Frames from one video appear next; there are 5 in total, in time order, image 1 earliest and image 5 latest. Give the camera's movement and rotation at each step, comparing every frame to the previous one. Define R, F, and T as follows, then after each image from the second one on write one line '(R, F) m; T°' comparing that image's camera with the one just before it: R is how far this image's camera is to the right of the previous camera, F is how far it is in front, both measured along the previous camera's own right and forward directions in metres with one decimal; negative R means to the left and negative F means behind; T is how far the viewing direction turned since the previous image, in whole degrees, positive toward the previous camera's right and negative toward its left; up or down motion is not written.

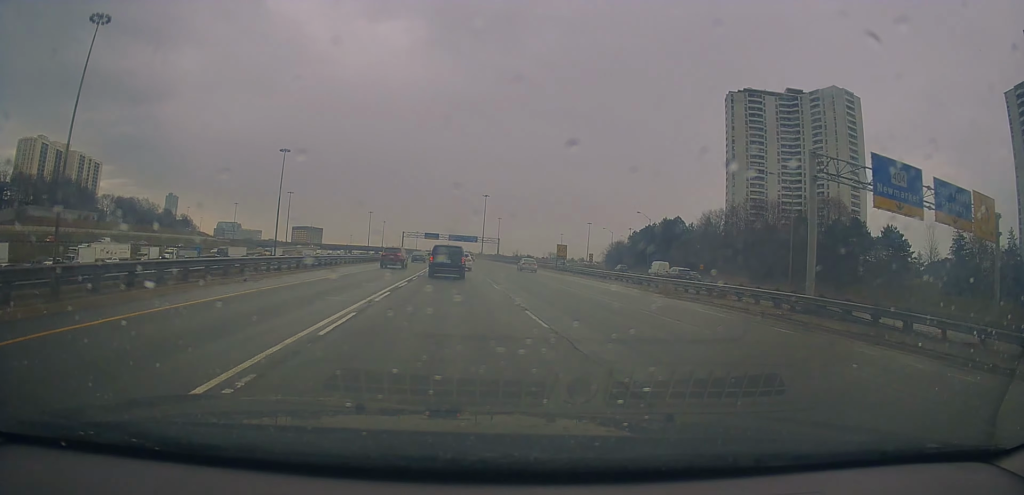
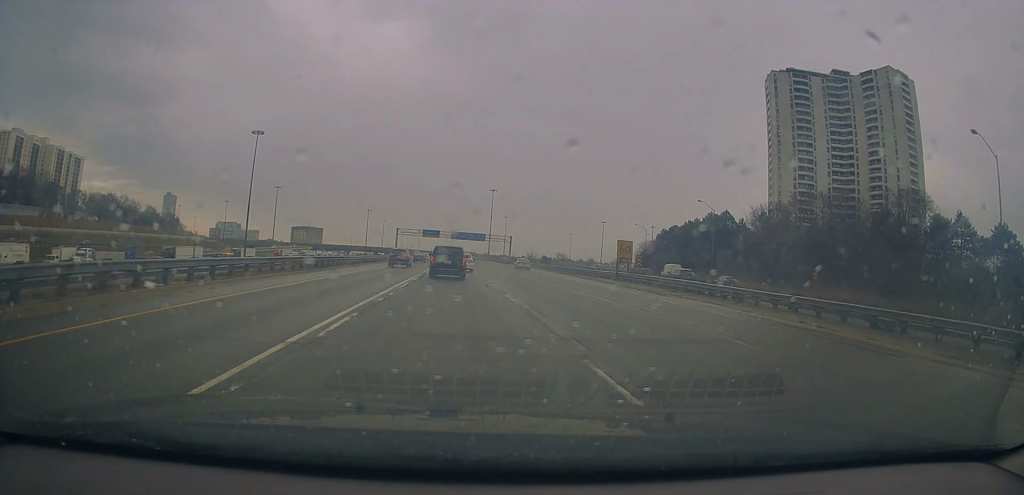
(+0.5, +30.2) m; +2°
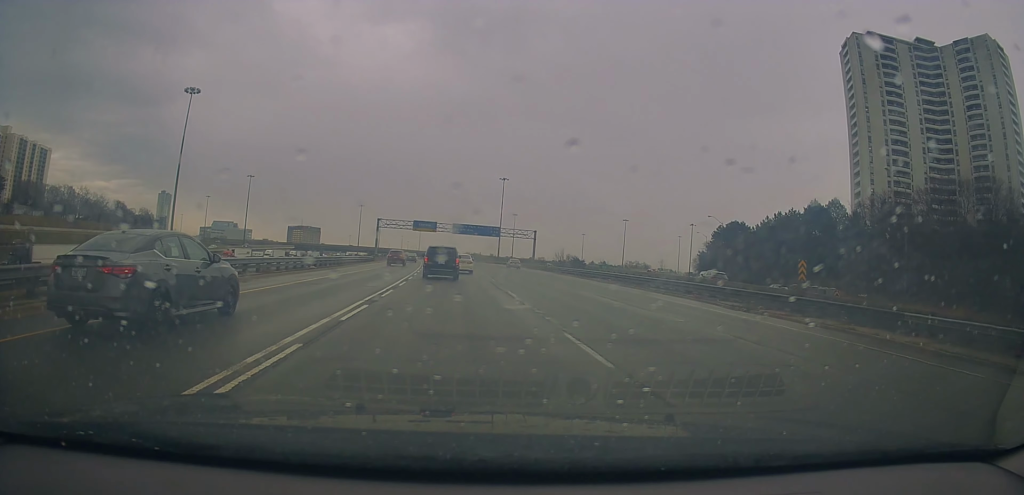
(-0.5, +45.3) m; -2°
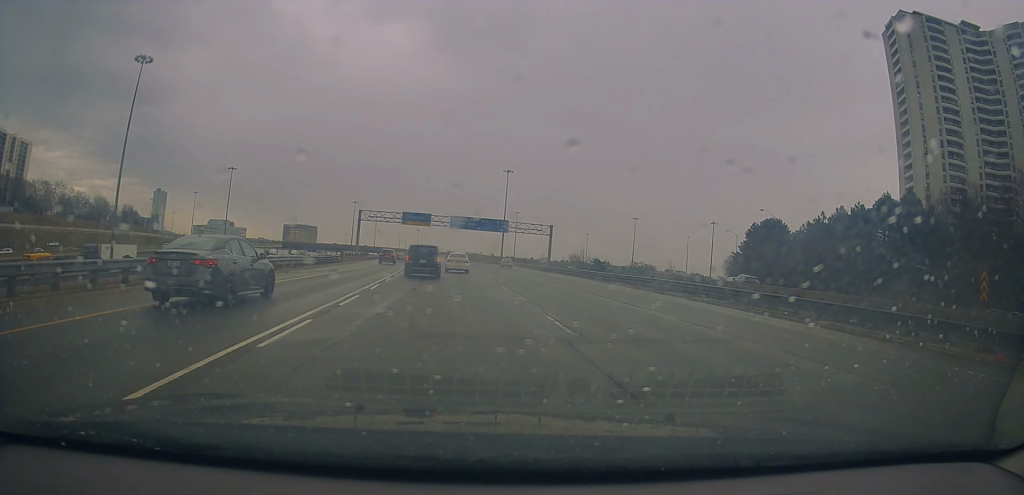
(0.0, +20.9) m; +1°
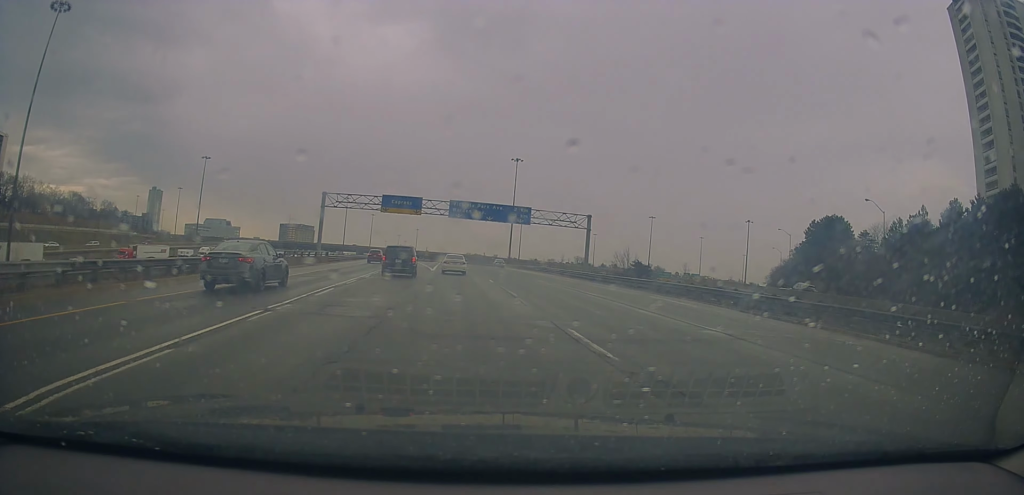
(+0.6, +27.7) m; 0°
